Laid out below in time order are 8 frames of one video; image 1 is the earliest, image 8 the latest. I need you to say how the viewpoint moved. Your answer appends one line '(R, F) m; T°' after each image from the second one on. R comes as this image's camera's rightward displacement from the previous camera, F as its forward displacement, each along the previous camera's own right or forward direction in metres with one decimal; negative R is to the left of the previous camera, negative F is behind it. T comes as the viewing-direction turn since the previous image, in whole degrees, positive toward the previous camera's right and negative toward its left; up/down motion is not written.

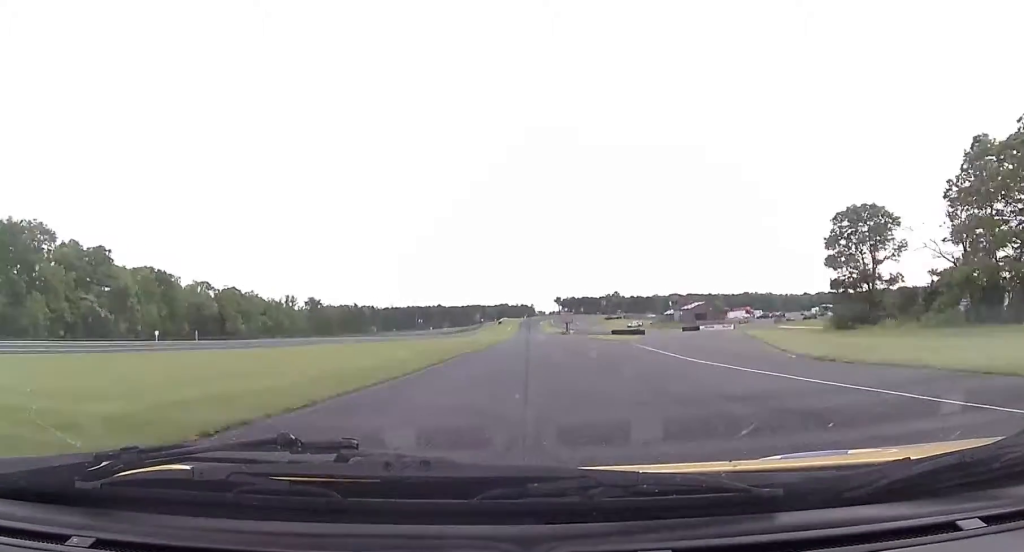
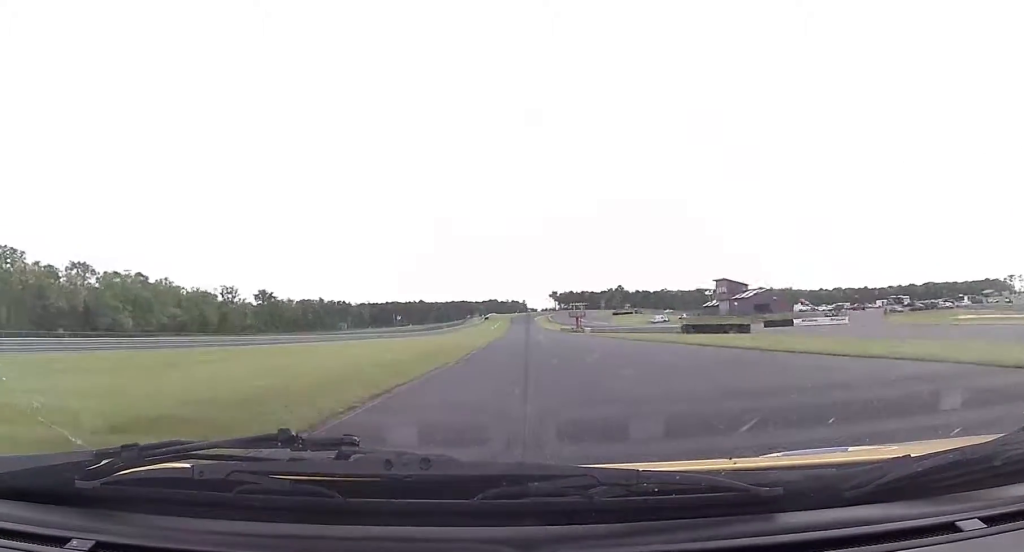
(+0.7, +67.5) m; +1°
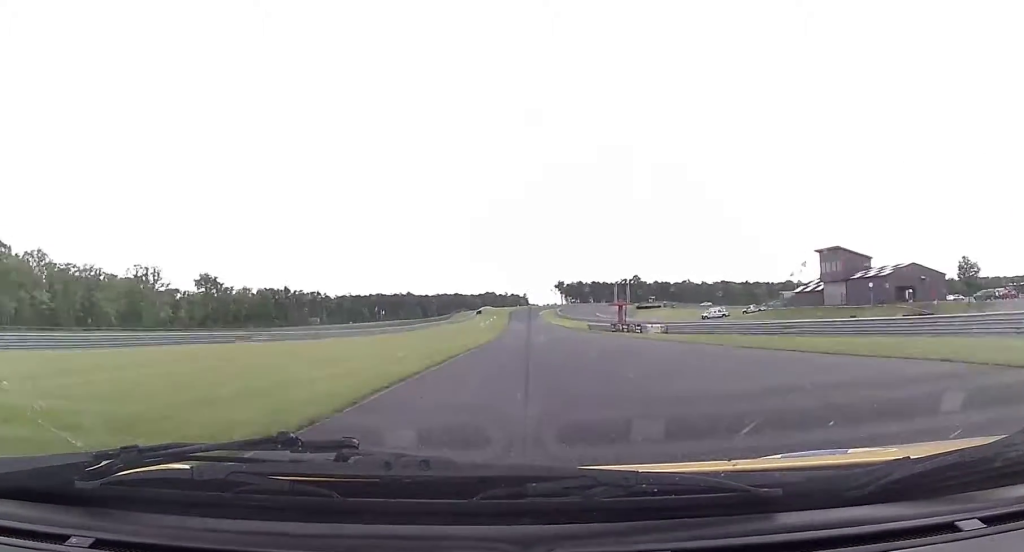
(0.0, +67.0) m; 0°
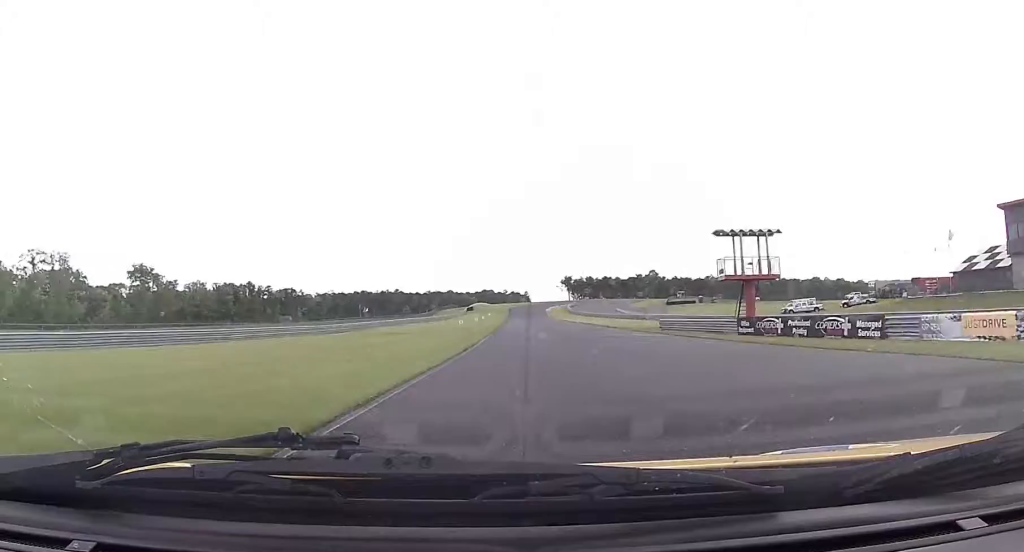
(+0.1, +53.4) m; 0°
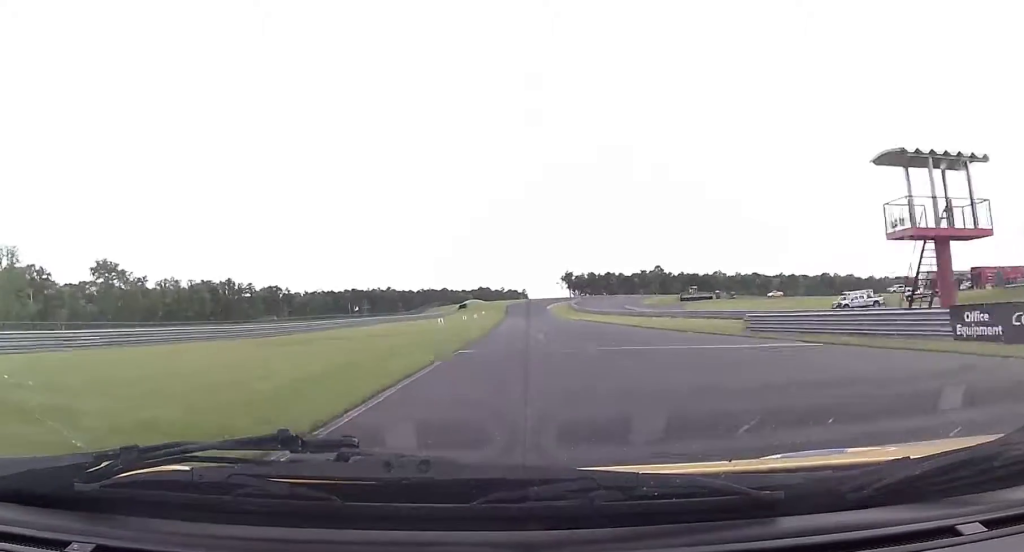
(-0.1, +21.7) m; 0°
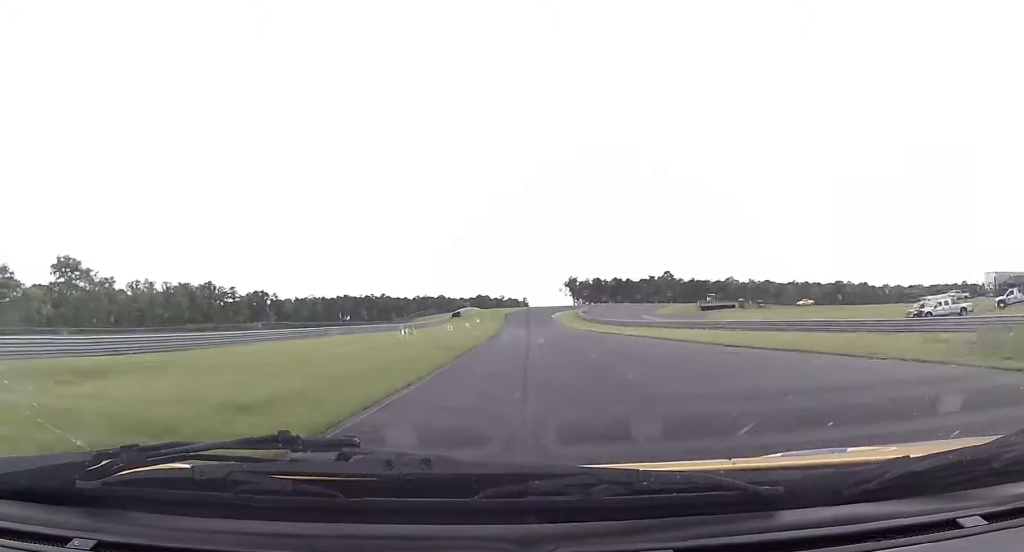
(0.0, +21.5) m; 0°
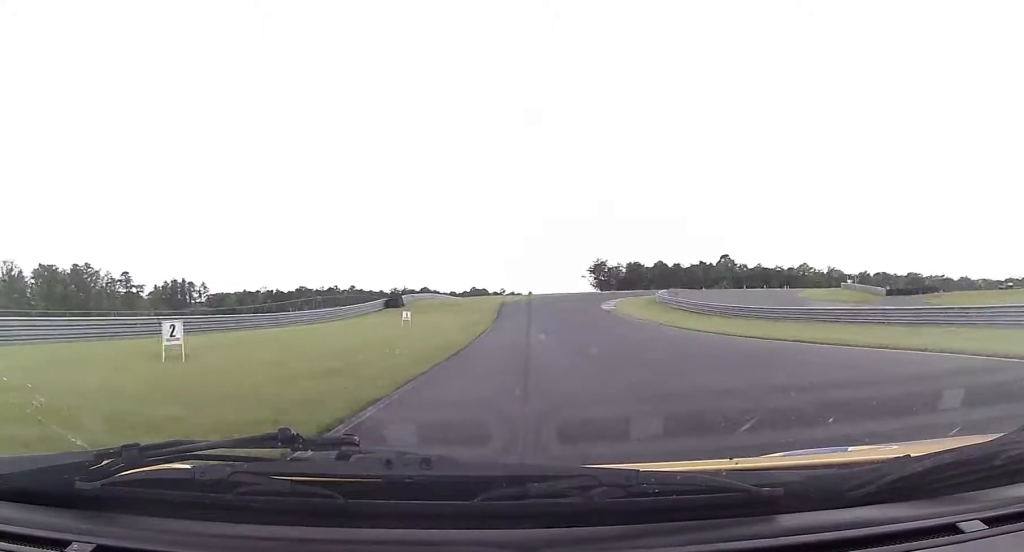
(-0.3, +96.0) m; 0°
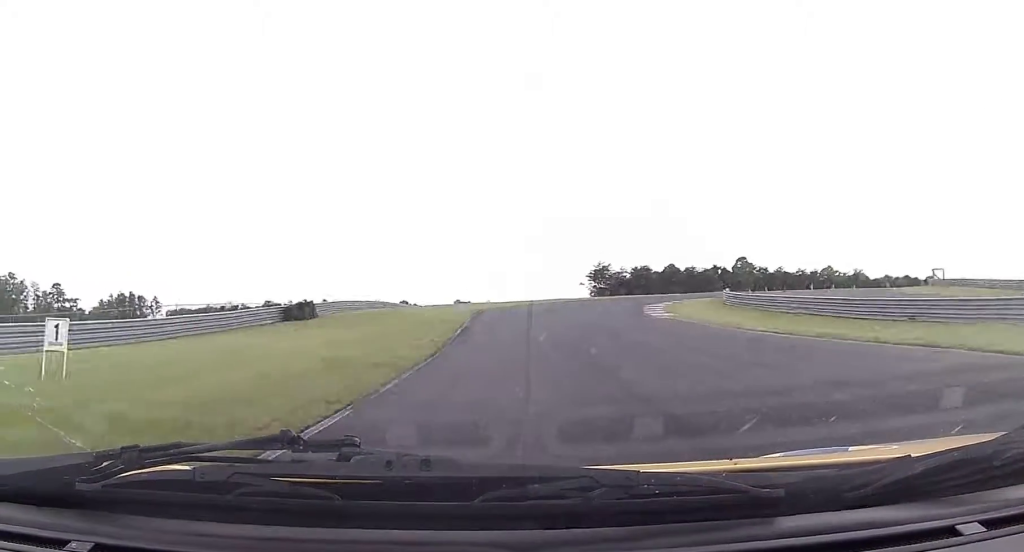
(+0.4, +33.2) m; +2°
